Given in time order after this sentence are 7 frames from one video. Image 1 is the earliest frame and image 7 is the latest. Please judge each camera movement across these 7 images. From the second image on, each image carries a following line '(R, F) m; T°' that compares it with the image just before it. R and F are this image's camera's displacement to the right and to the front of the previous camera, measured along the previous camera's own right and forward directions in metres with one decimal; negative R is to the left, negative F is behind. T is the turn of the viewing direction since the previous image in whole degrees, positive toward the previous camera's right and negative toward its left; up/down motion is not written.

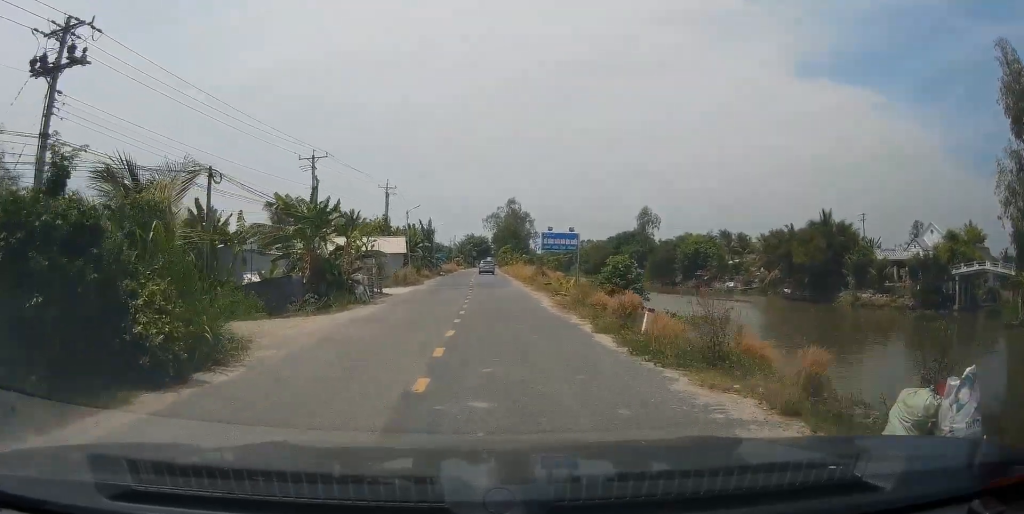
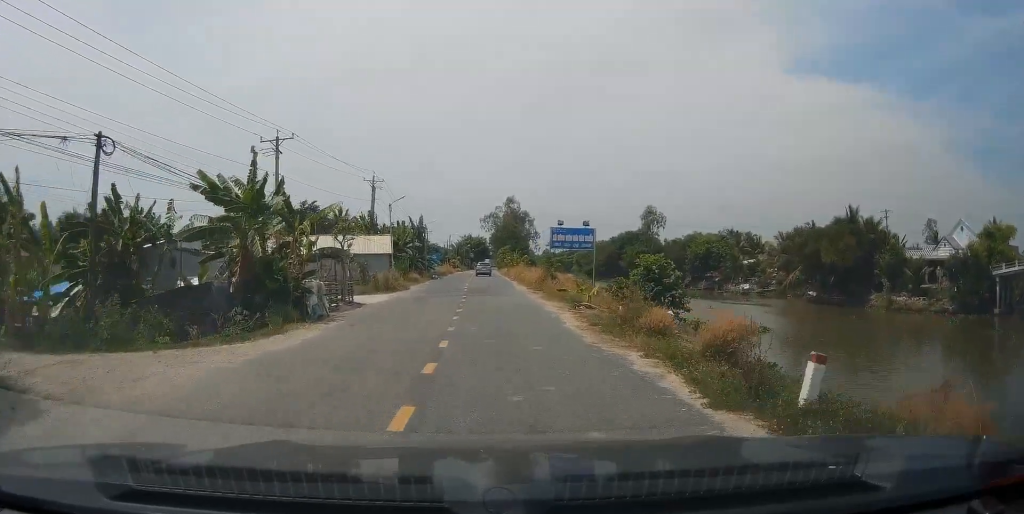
(0.0, +7.5) m; +1°
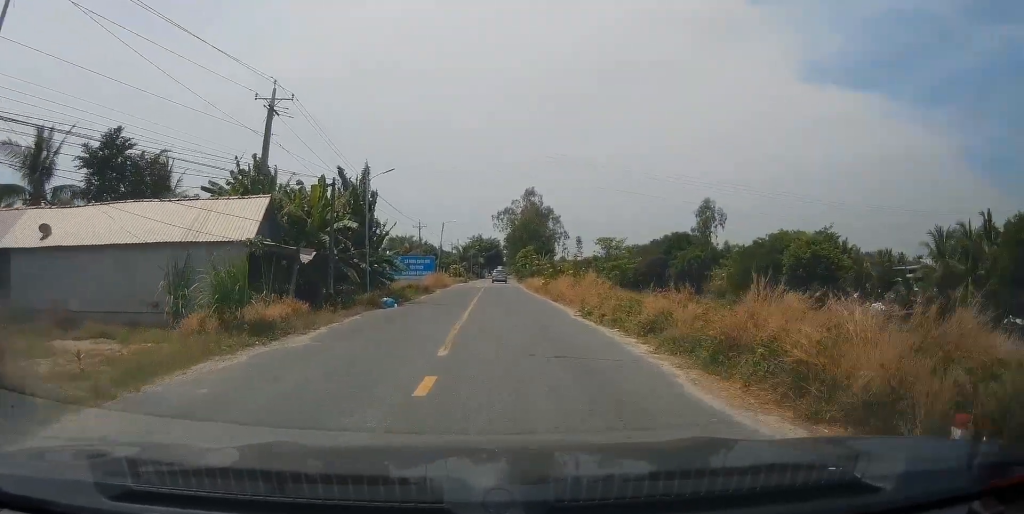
(+1.4, +35.6) m; +2°
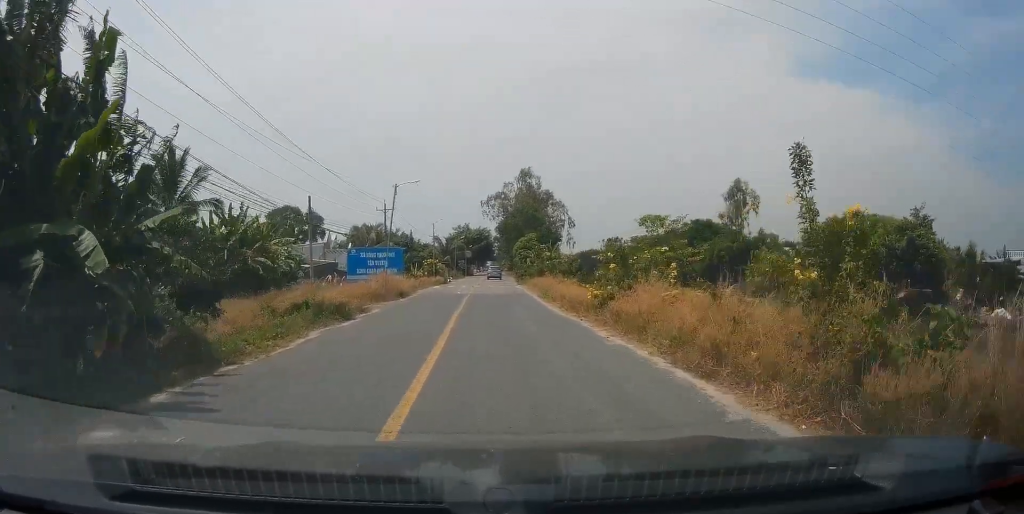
(-0.6, +23.5) m; -2°
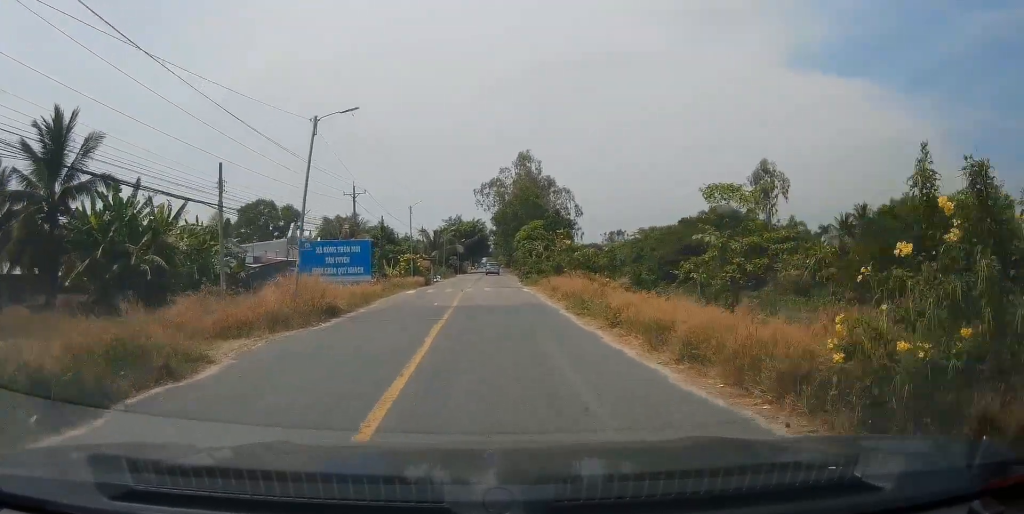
(+0.3, +14.5) m; +2°
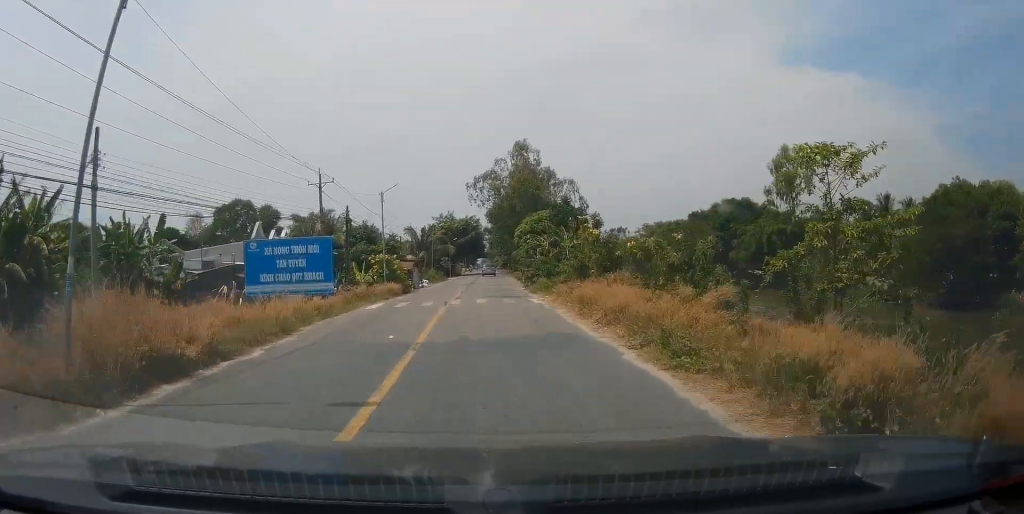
(0.0, +9.8) m; -1°
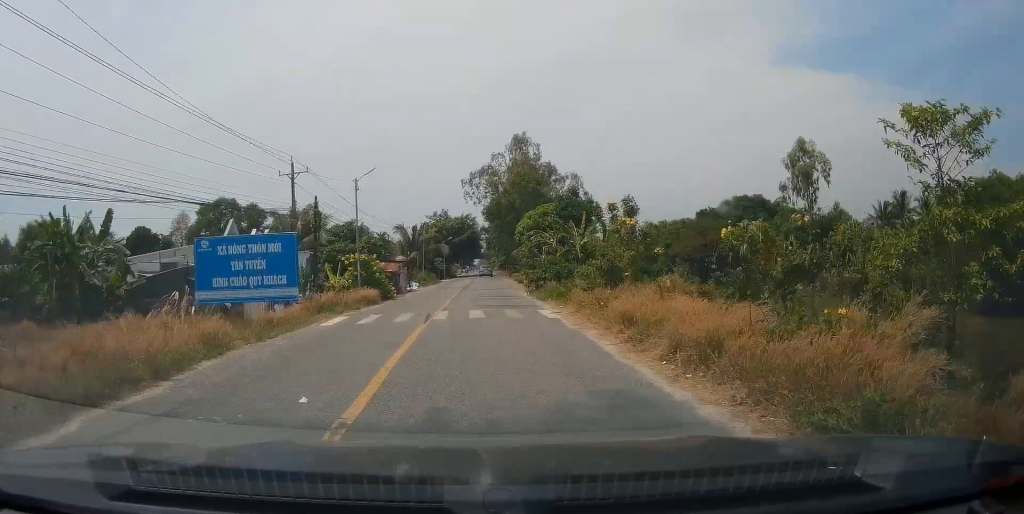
(0.0, +6.4) m; 0°
